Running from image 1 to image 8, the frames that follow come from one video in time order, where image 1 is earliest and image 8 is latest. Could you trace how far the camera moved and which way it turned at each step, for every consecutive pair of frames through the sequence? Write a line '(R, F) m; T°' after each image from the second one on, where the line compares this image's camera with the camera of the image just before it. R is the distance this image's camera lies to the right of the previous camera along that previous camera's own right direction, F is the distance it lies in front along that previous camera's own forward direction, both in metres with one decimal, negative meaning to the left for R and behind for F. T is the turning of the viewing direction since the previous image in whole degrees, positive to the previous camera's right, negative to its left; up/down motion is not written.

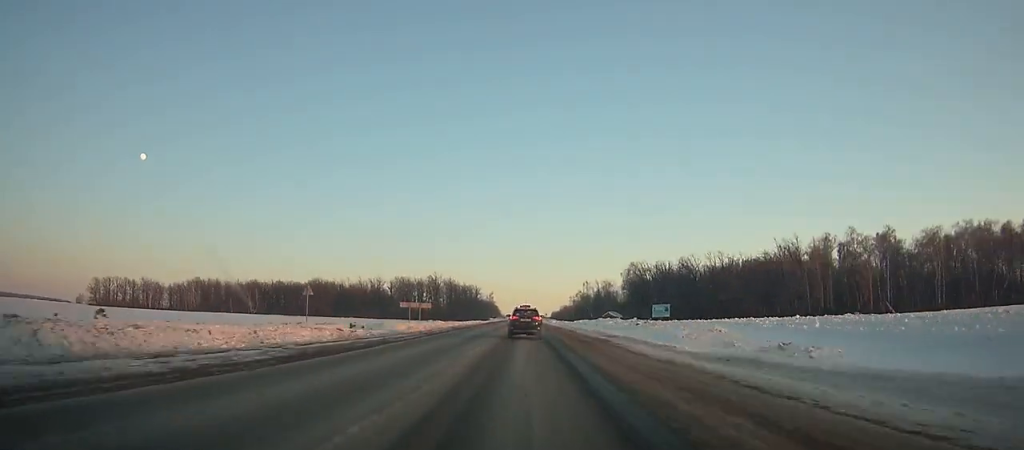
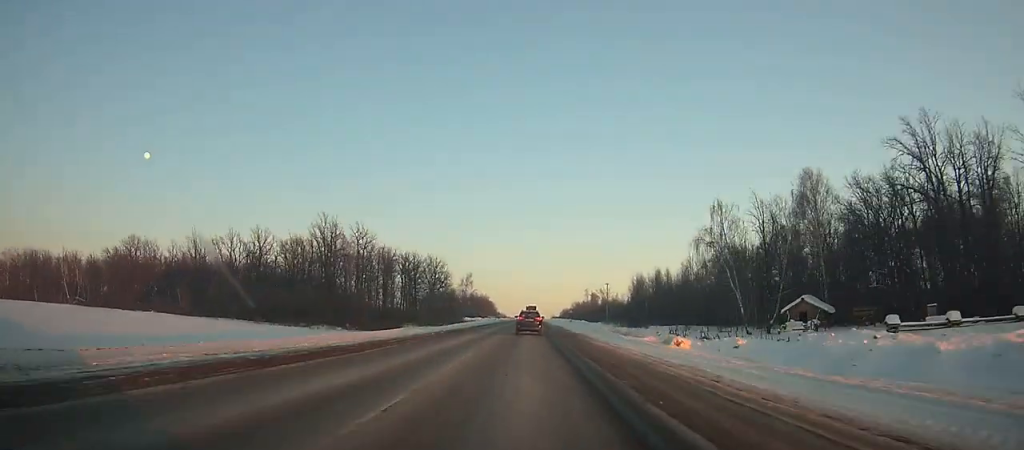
(-0.5, +127.9) m; 0°
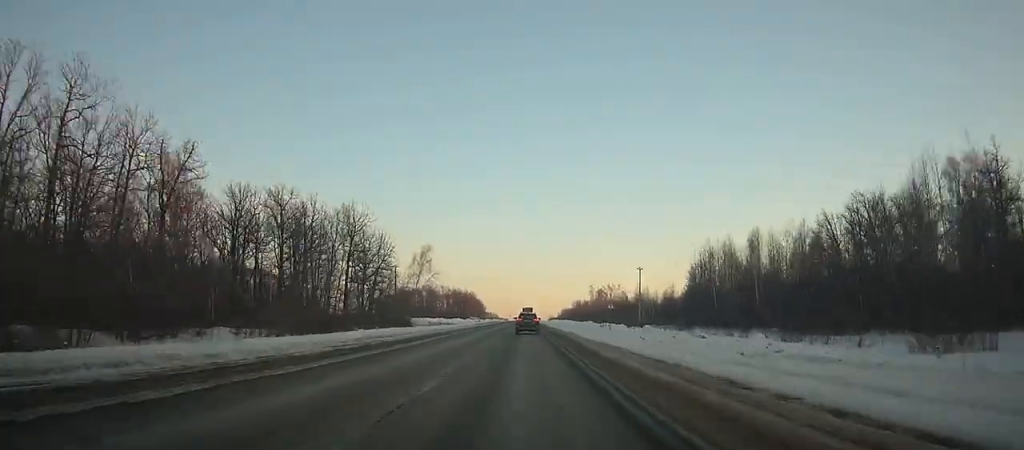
(-0.1, +67.6) m; 0°
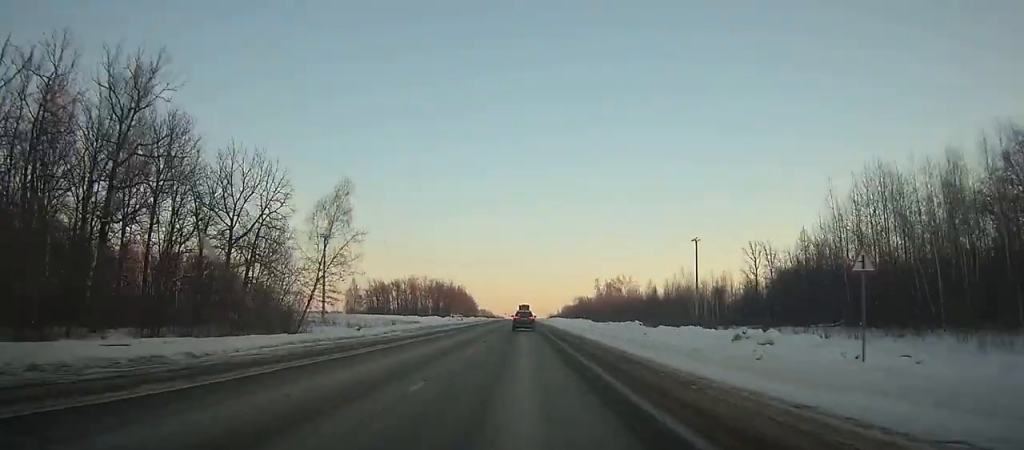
(-0.1, +48.3) m; 0°
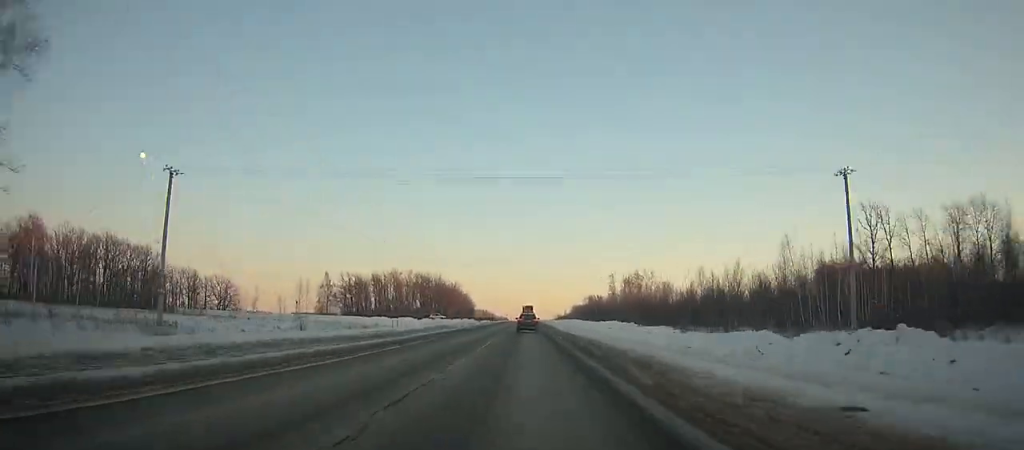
(+0.2, +44.7) m; 0°
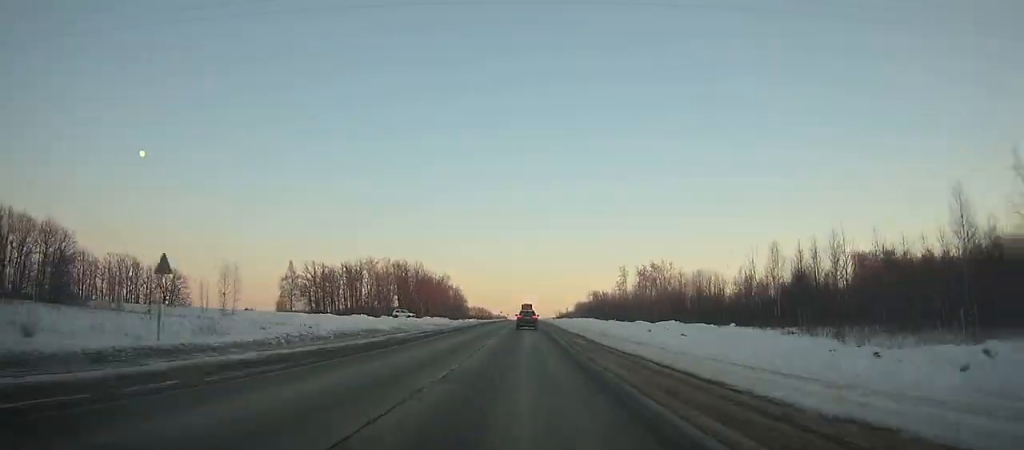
(0.0, +35.6) m; 0°
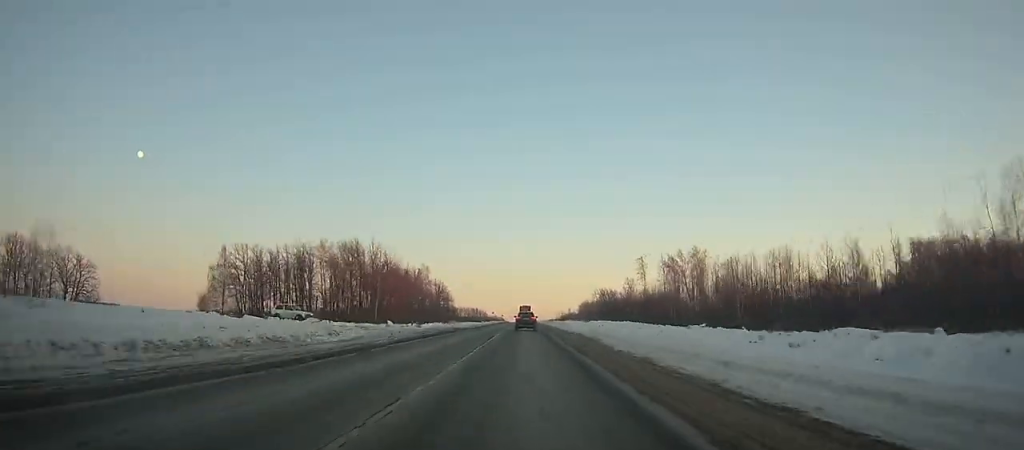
(0.0, +45.6) m; 0°
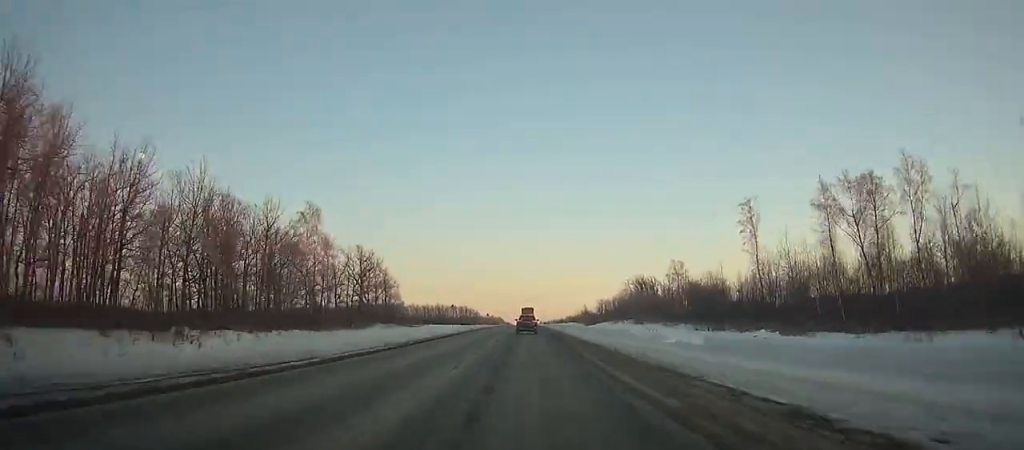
(+0.2, +104.5) m; 0°
